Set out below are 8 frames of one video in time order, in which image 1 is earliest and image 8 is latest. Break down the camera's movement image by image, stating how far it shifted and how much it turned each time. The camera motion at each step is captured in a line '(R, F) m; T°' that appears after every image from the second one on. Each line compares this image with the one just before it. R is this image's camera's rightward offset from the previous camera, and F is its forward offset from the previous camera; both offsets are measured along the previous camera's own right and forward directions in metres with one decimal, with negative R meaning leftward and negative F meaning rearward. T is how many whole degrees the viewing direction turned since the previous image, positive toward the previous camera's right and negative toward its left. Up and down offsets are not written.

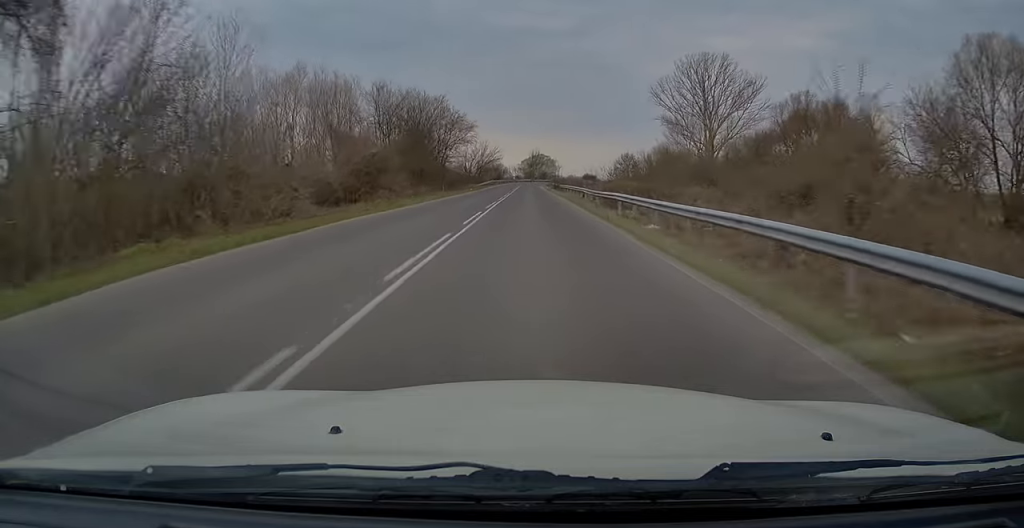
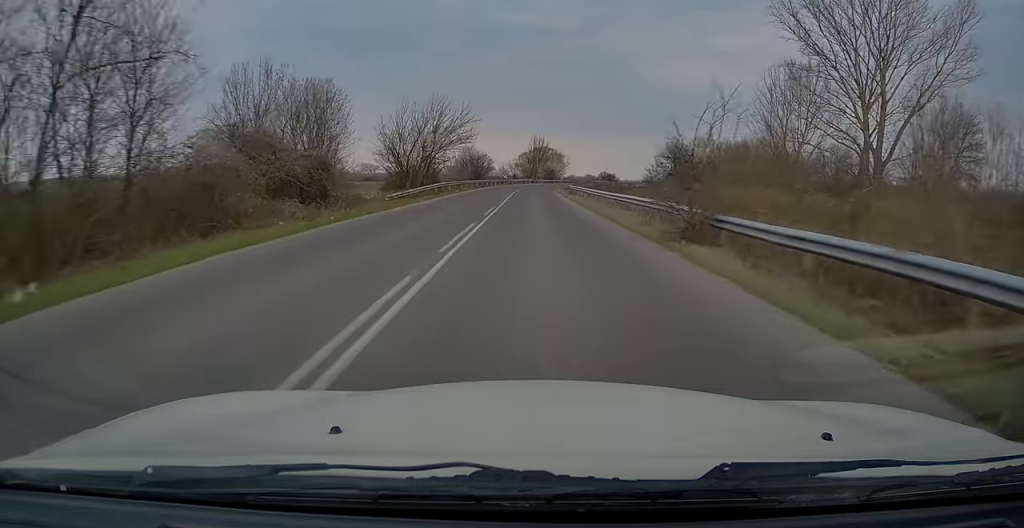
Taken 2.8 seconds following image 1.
(-0.5, +59.1) m; 0°
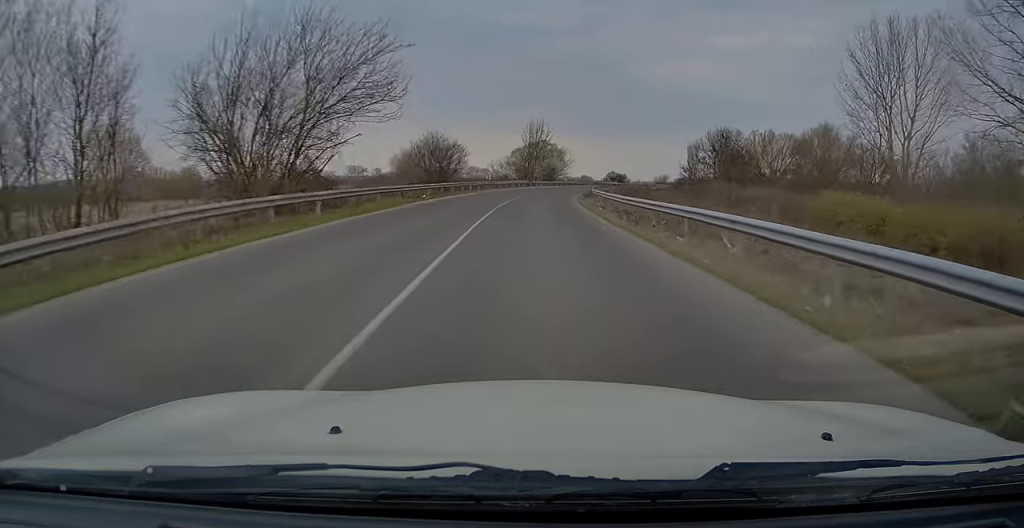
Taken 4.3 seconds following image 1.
(+0.4, +31.6) m; +1°
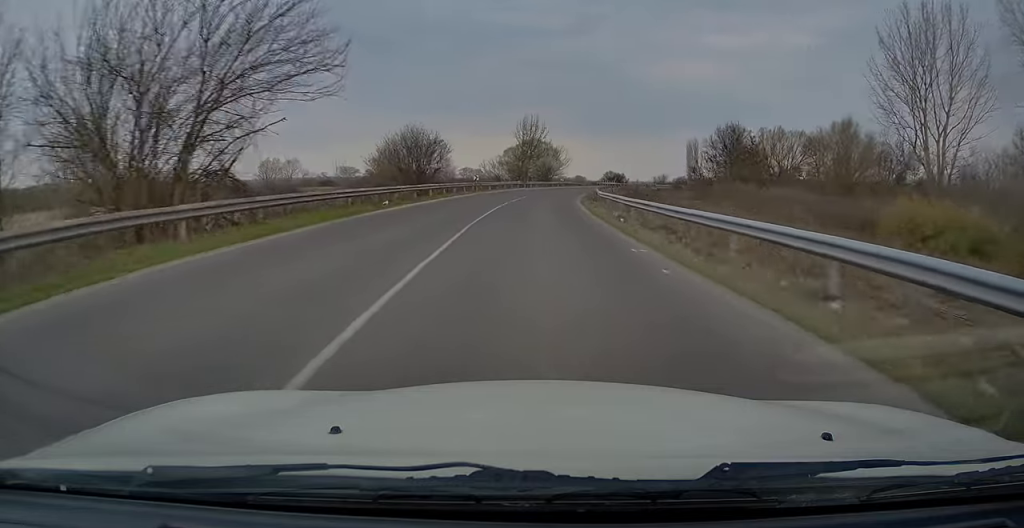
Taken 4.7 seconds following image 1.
(+0.1, +7.8) m; 0°
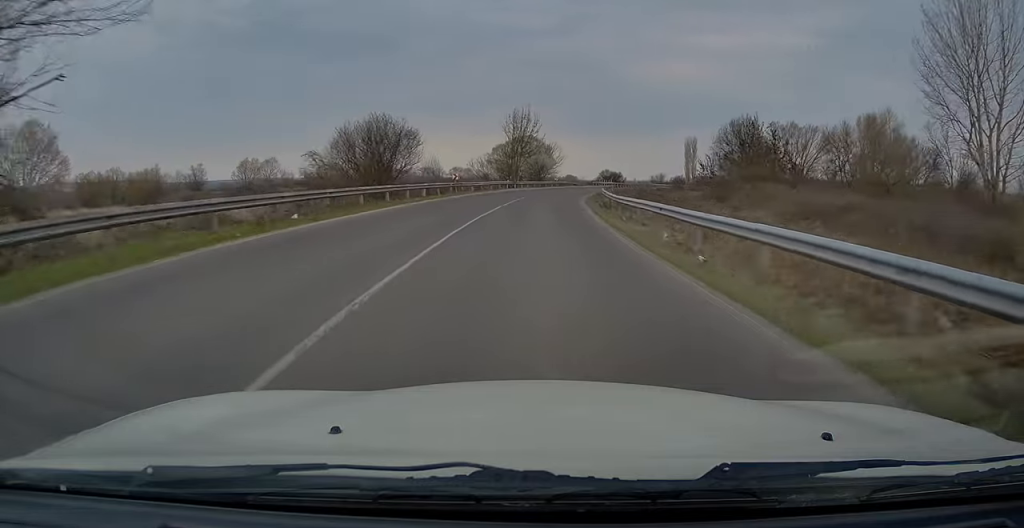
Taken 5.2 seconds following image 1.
(+0.1, +9.7) m; 0°
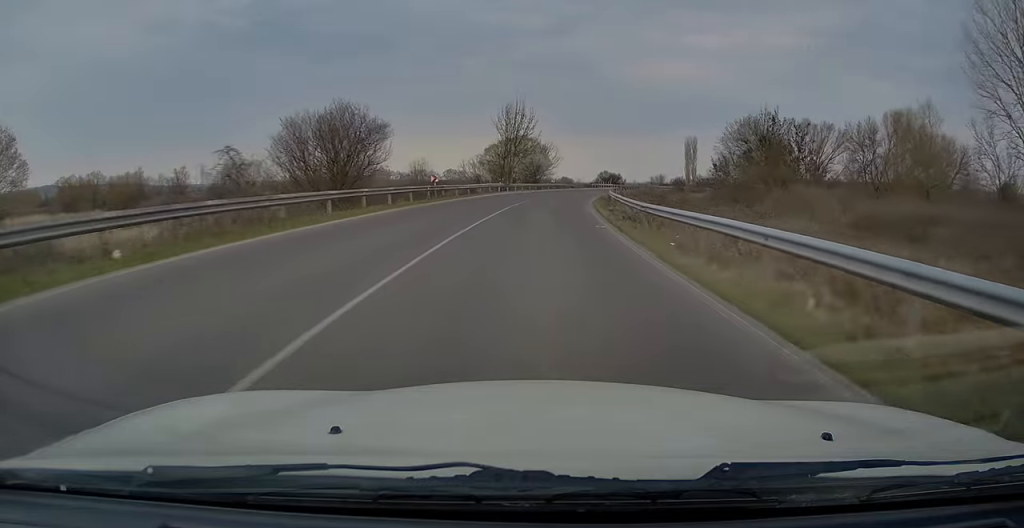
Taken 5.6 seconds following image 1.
(-0.2, +7.6) m; 0°
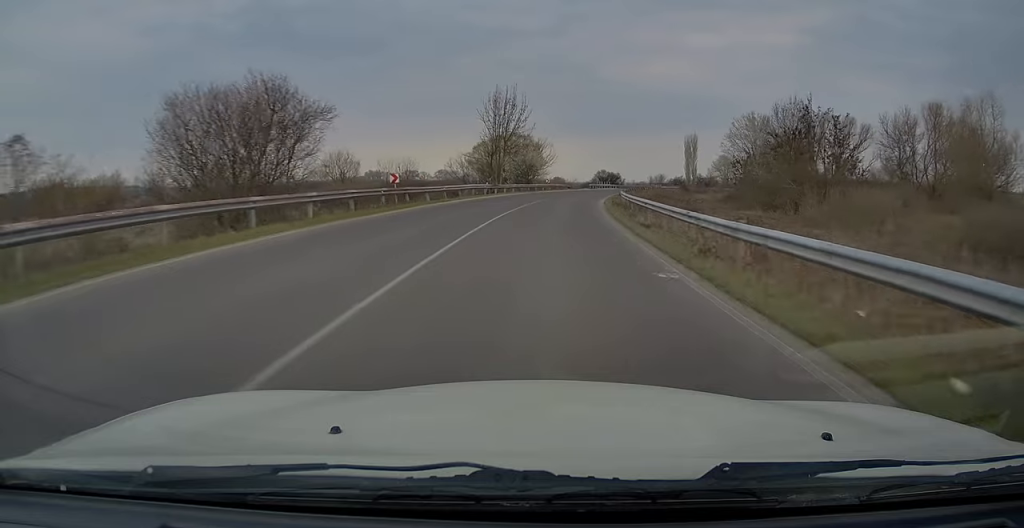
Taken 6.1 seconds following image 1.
(-0.3, +9.5) m; +1°
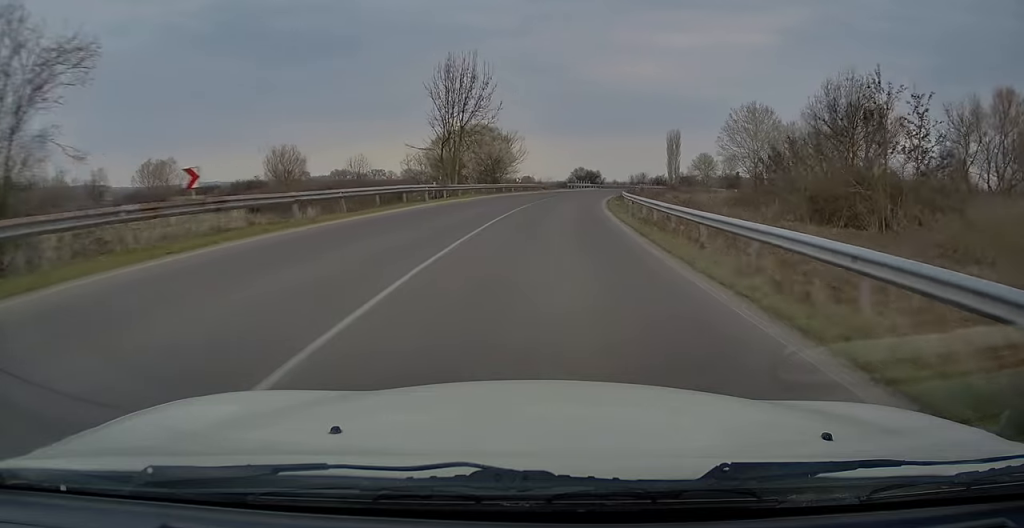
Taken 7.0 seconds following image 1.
(+0.6, +15.6) m; +3°
